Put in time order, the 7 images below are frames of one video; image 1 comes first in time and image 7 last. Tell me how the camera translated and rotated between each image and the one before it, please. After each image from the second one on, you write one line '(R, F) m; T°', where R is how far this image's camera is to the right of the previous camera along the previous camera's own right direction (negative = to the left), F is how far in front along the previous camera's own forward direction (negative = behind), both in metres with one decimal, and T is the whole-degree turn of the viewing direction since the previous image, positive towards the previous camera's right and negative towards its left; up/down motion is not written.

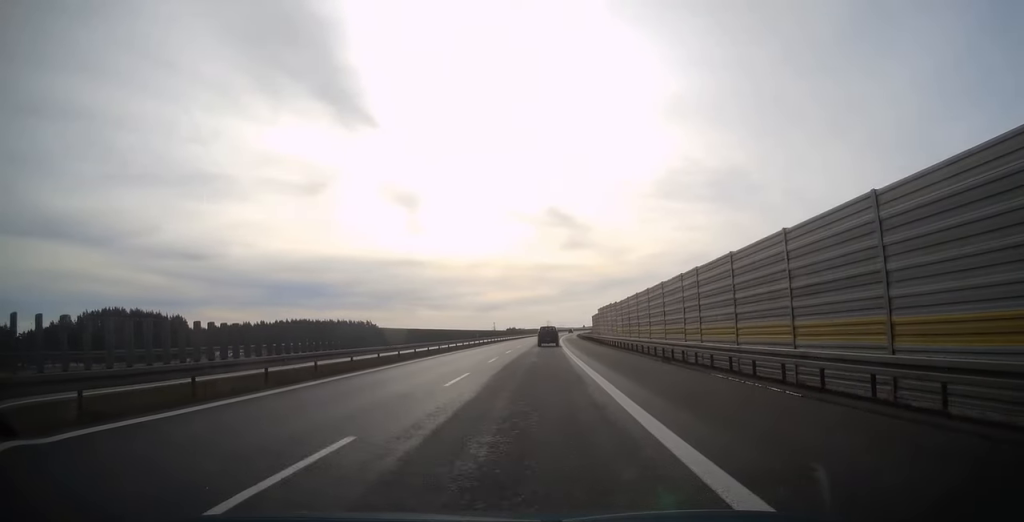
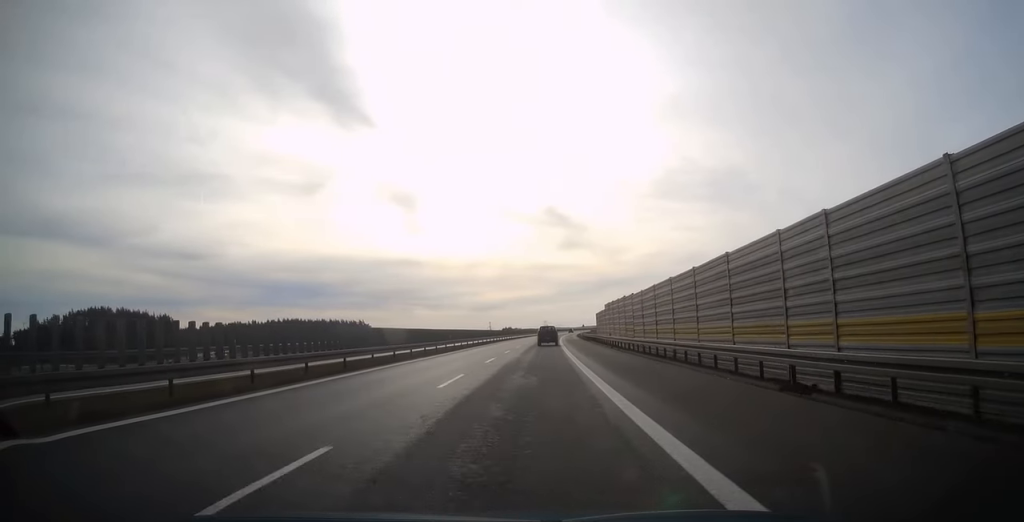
(0.0, +12.7) m; 0°
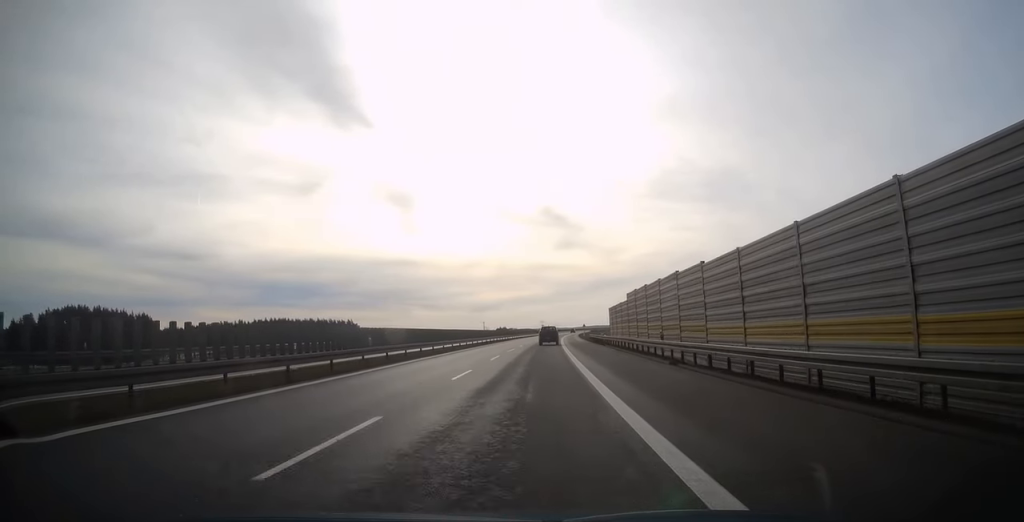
(+0.1, +21.3) m; 0°
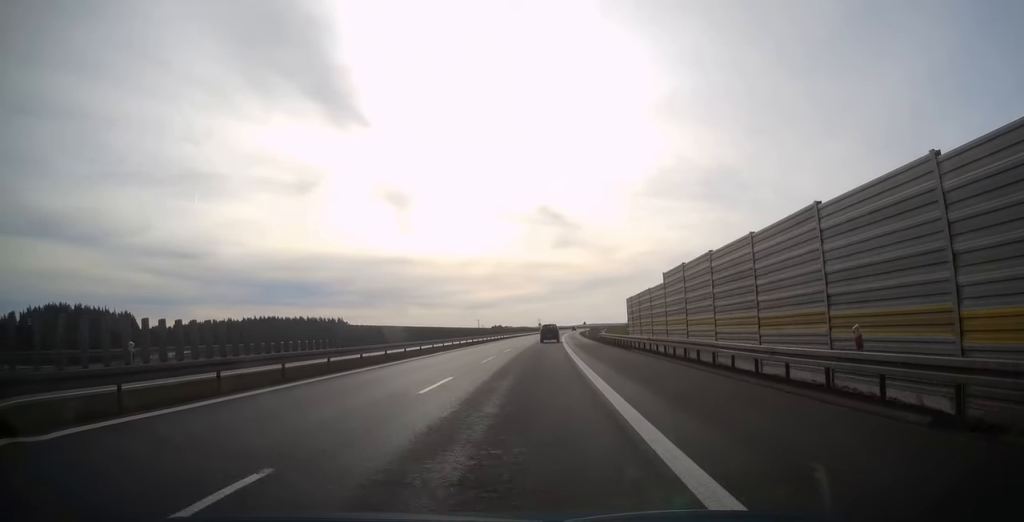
(+0.1, +16.3) m; 0°
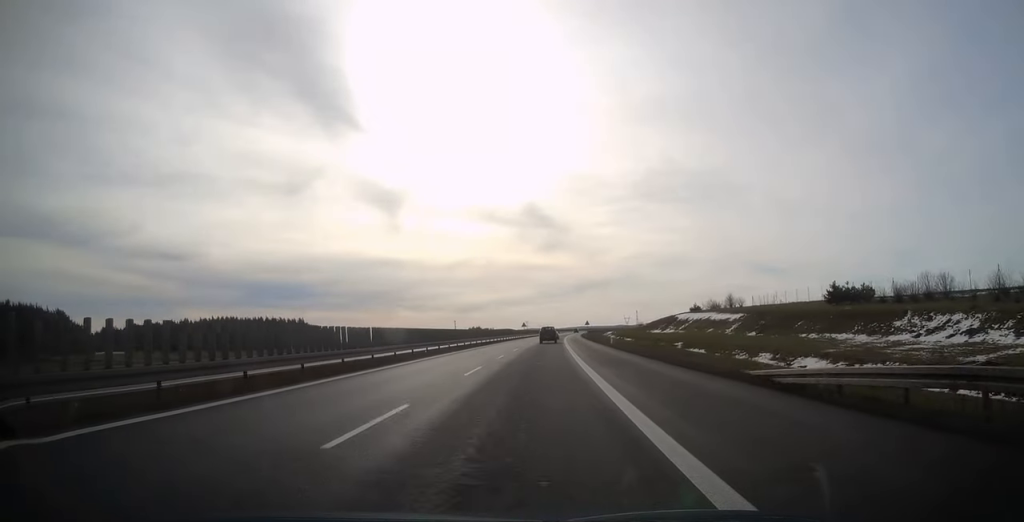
(+0.4, +54.3) m; +1°
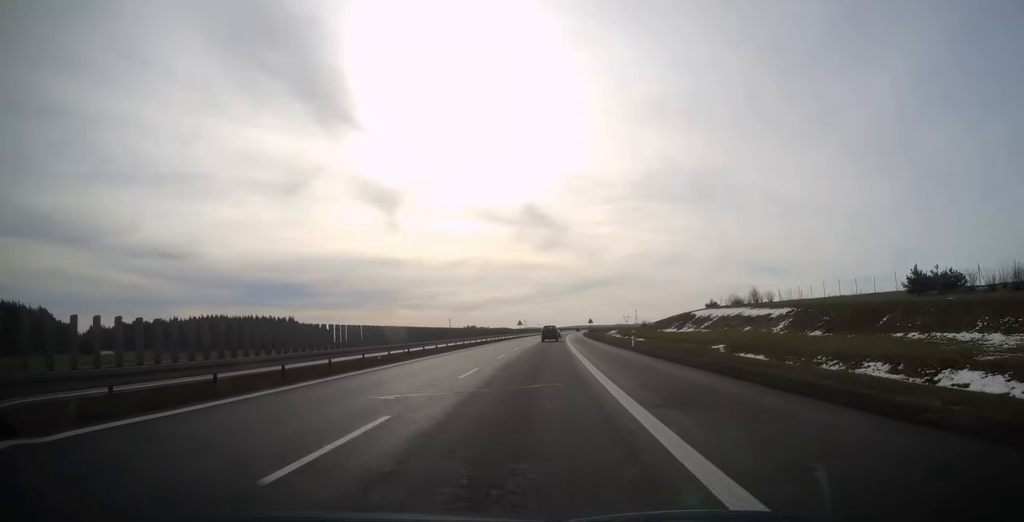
(0.0, +13.7) m; 0°
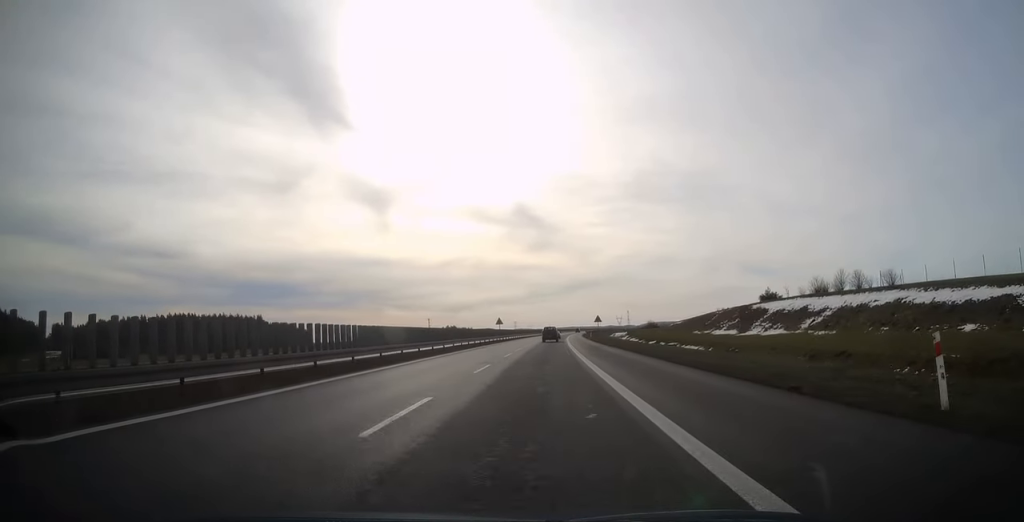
(+0.2, +33.6) m; +1°
